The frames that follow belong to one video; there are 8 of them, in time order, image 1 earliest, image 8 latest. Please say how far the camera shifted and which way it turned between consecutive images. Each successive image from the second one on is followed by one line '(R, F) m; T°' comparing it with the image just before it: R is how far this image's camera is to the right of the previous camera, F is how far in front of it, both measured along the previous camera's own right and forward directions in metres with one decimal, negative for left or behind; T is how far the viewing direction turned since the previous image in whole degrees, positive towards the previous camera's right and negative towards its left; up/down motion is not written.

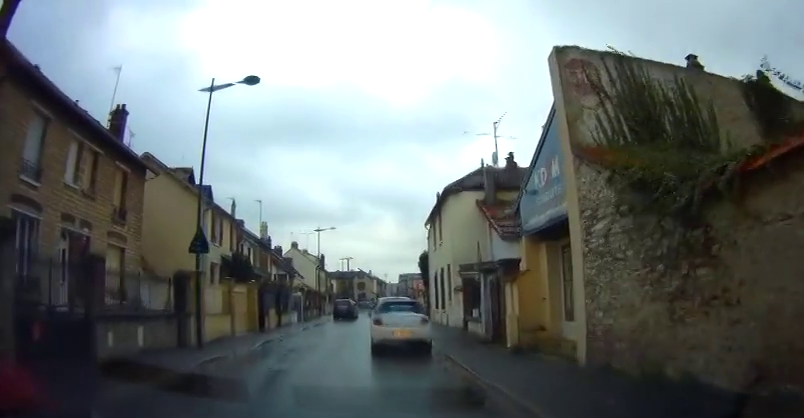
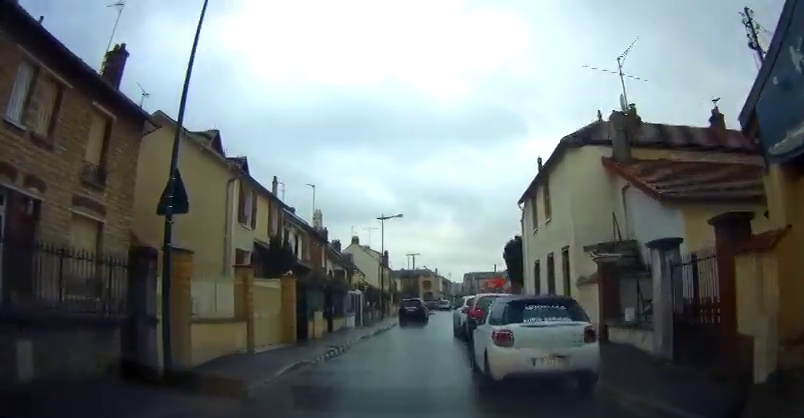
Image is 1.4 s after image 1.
(0.0, +6.6) m; -1°
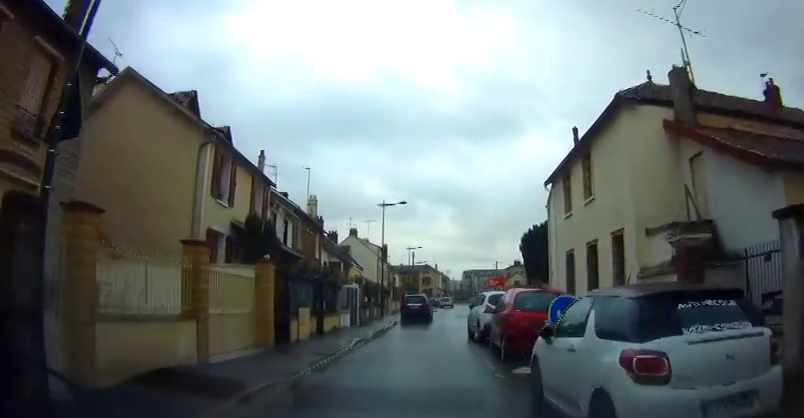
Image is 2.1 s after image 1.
(-0.2, +3.7) m; 0°
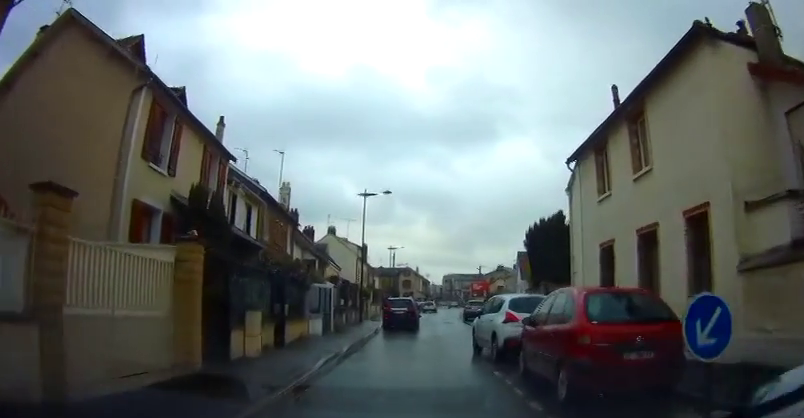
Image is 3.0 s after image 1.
(+0.1, +4.3) m; +3°
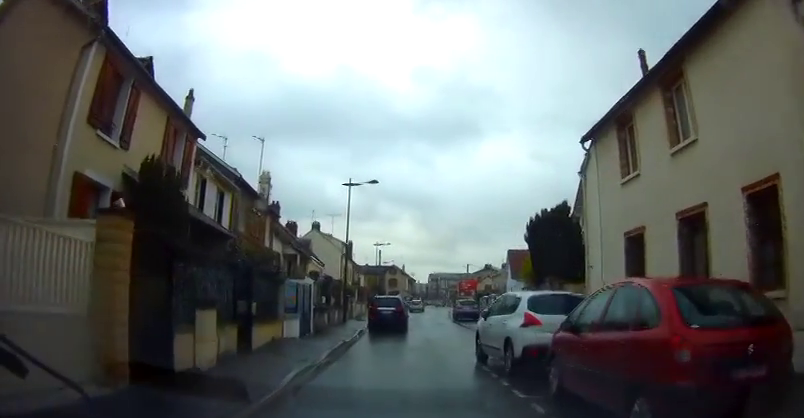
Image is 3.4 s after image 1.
(0.0, +2.2) m; +2°
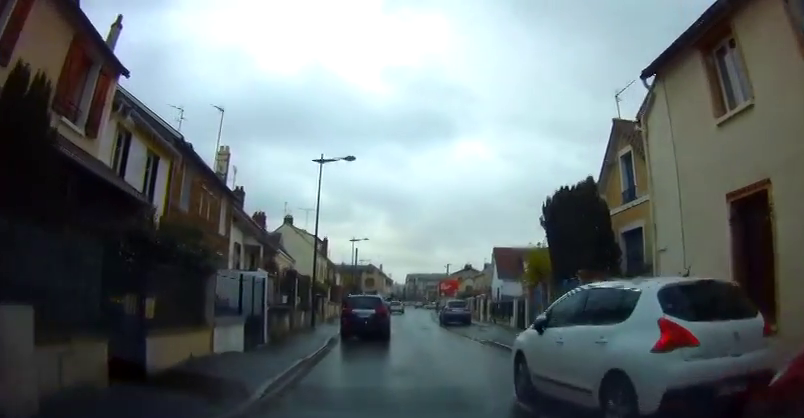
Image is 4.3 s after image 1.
(+0.2, +4.8) m; +1°
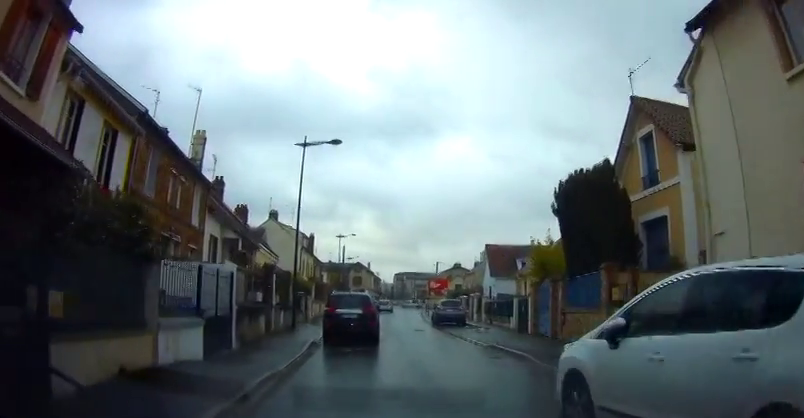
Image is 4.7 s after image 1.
(0.0, +2.3) m; +1°
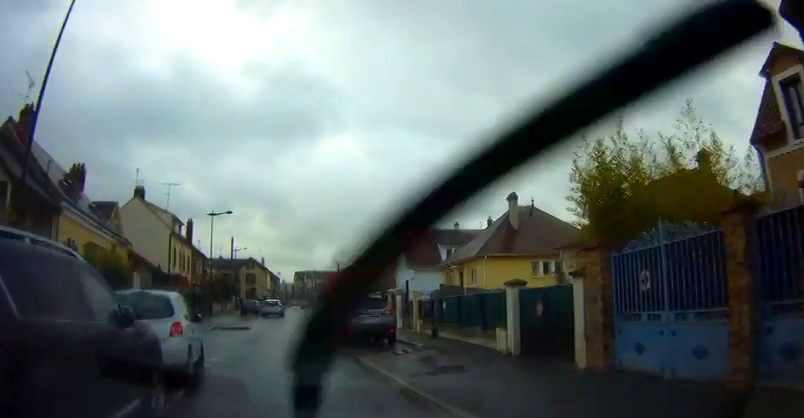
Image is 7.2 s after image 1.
(+1.3, +13.7) m; +8°
